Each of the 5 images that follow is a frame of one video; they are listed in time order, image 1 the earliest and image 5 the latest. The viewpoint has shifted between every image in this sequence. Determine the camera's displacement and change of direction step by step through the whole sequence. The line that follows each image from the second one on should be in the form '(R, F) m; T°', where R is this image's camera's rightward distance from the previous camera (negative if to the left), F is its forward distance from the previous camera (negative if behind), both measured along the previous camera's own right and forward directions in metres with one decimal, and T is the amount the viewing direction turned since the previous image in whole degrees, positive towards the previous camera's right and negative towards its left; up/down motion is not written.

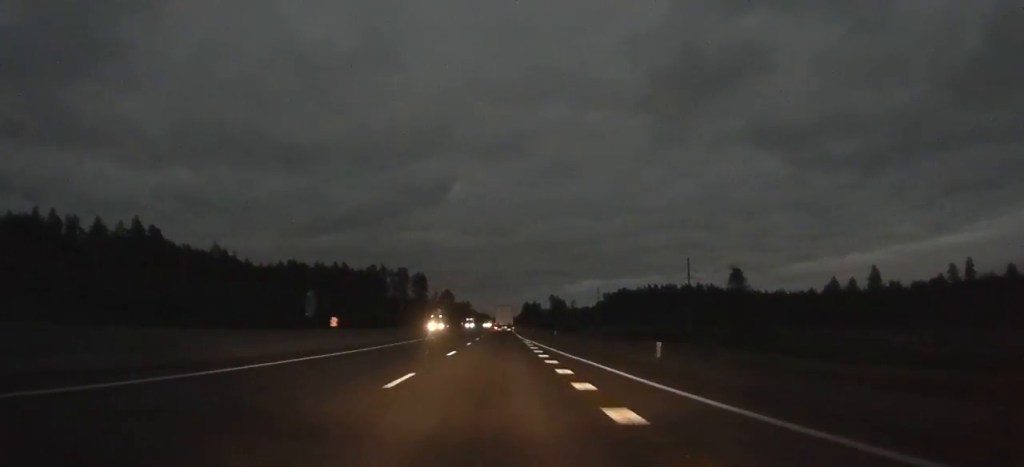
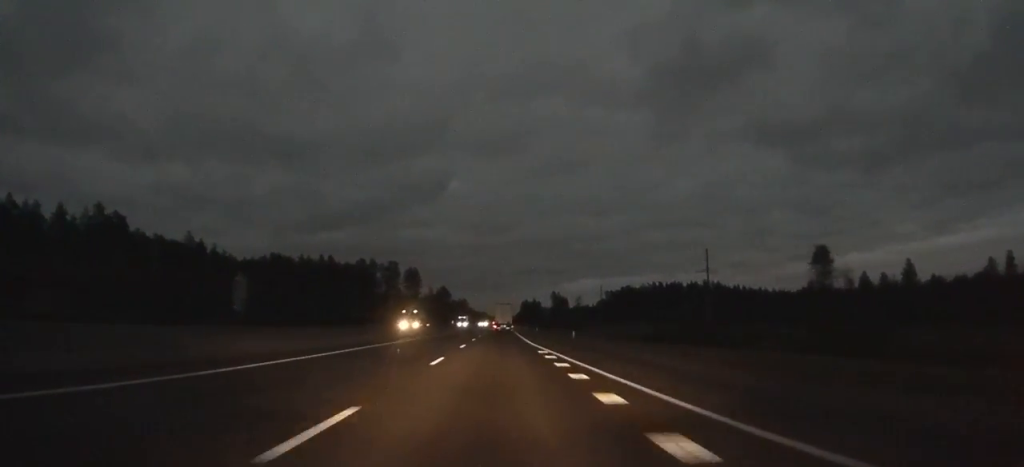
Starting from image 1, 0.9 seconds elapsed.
(-0.1, +17.7) m; 0°
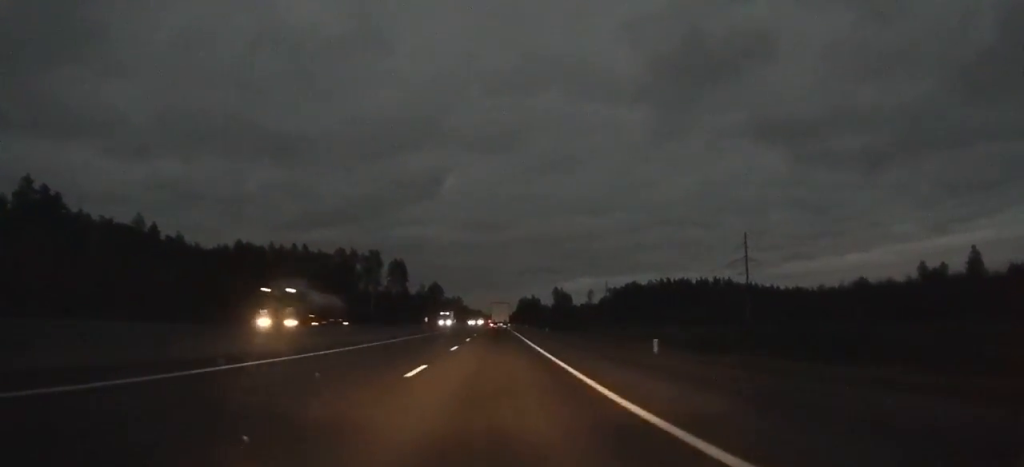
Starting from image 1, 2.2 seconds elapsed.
(0.0, +27.8) m; 0°
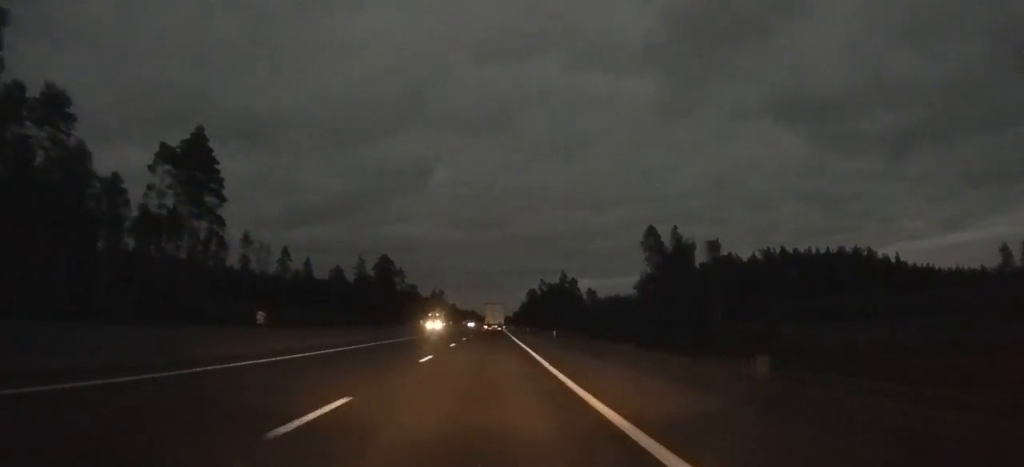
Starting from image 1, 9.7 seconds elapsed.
(+1.8, +160.5) m; +1°
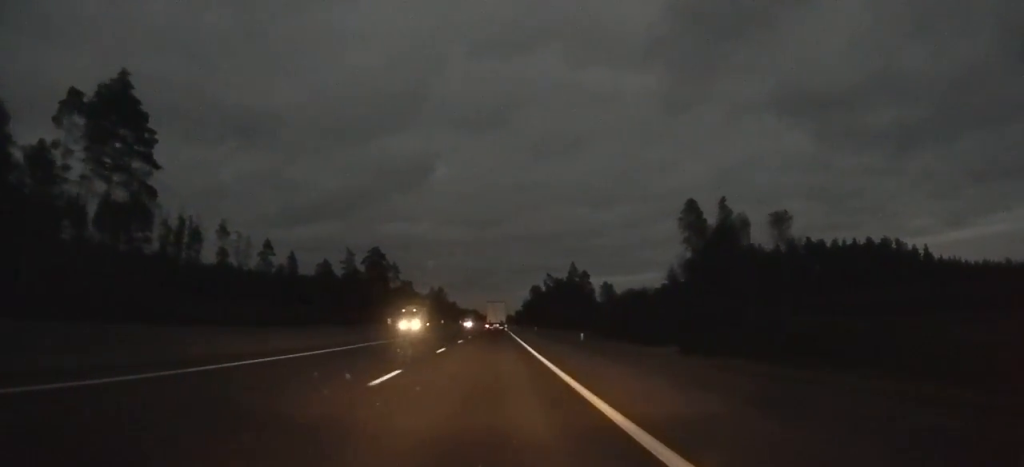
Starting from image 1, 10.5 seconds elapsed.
(+0.1, +19.0) m; 0°
